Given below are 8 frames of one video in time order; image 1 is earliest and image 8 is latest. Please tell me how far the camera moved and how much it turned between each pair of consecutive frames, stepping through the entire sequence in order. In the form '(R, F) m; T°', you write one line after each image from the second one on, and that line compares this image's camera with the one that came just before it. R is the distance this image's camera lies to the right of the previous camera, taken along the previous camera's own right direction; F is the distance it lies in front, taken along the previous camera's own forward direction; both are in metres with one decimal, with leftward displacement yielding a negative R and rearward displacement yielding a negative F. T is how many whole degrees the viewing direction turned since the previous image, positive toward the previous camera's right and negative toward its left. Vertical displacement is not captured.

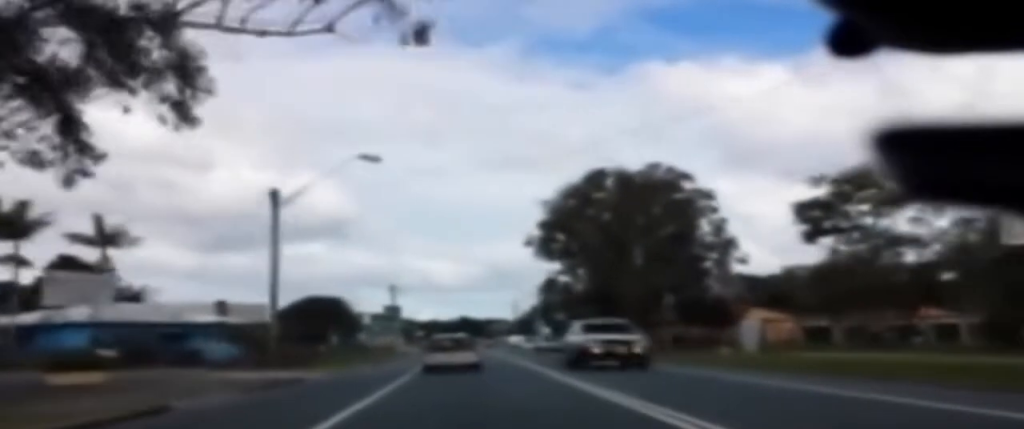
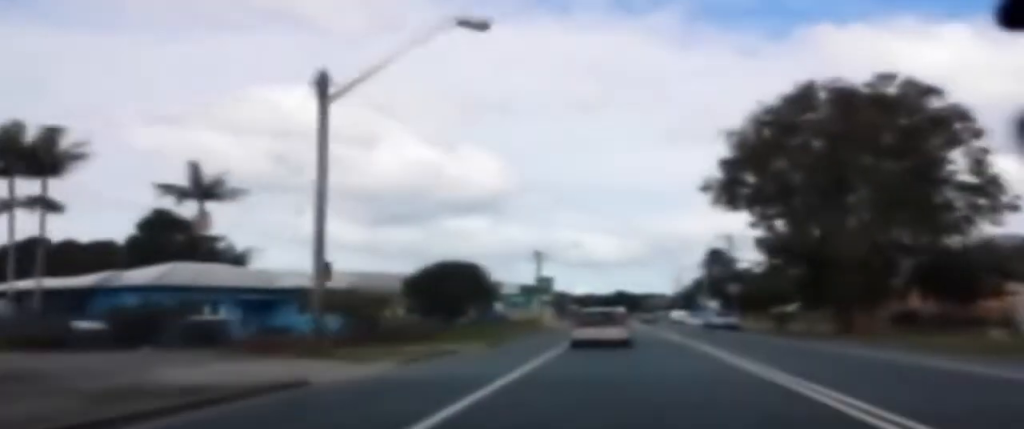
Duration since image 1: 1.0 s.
(0.0, +14.5) m; -1°
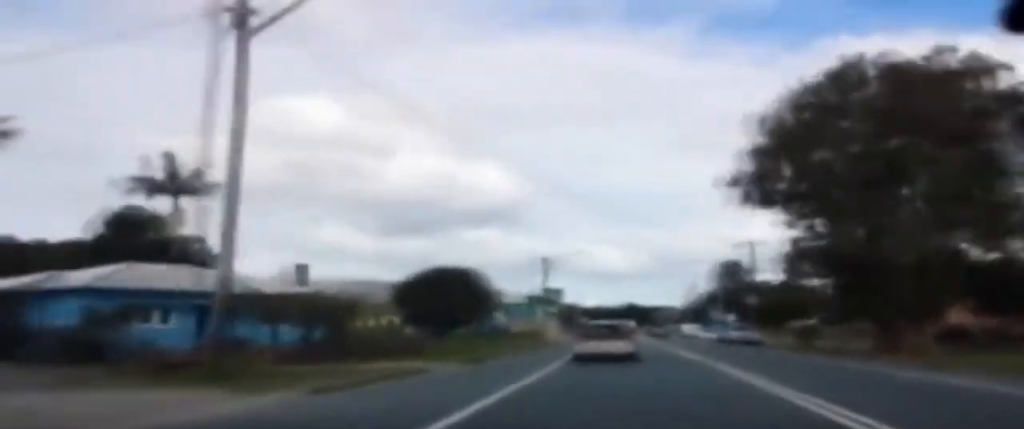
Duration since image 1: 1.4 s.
(0.0, +6.2) m; 0°
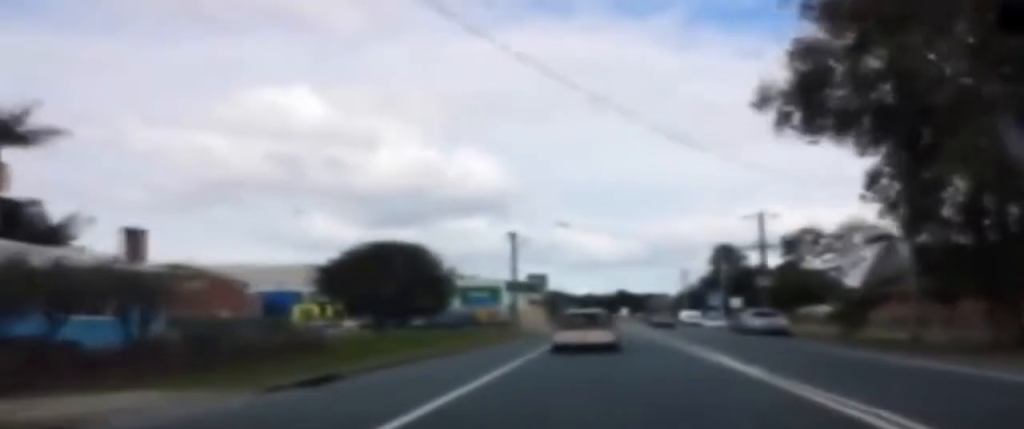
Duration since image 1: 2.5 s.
(-0.2, +15.0) m; -1°
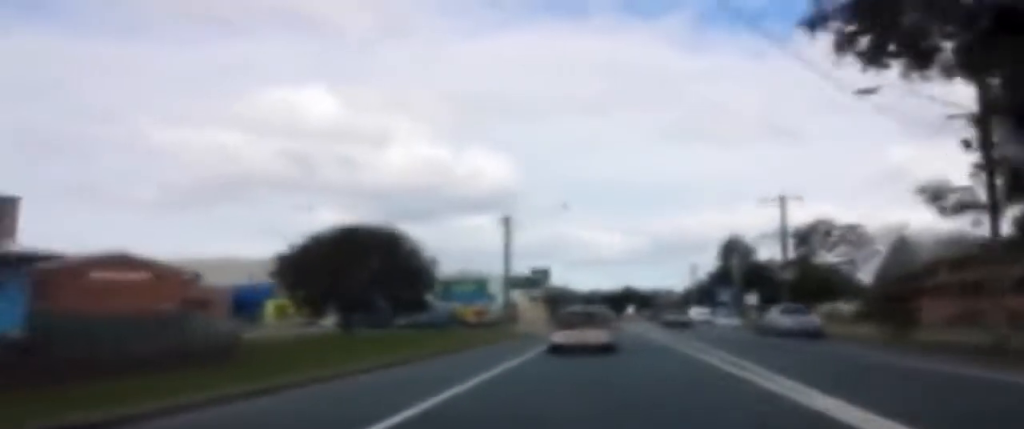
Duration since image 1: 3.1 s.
(0.0, +7.9) m; 0°
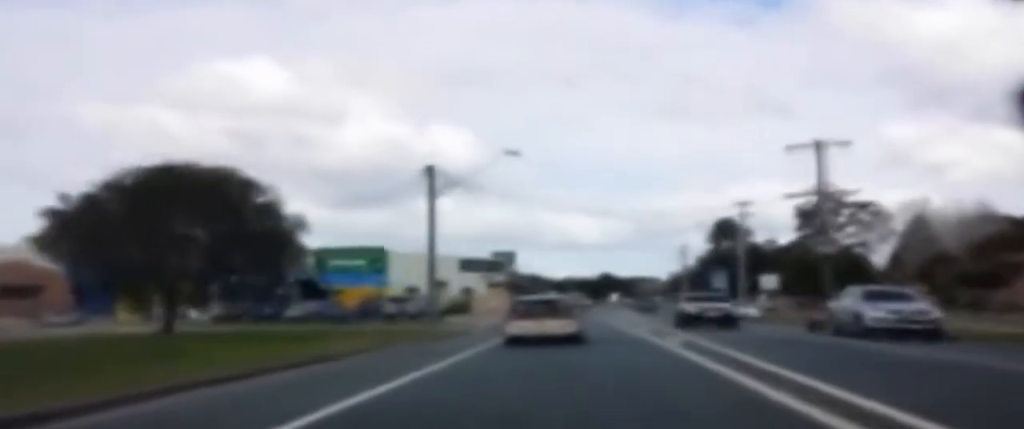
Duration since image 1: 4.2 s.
(0.0, +15.7) m; 0°
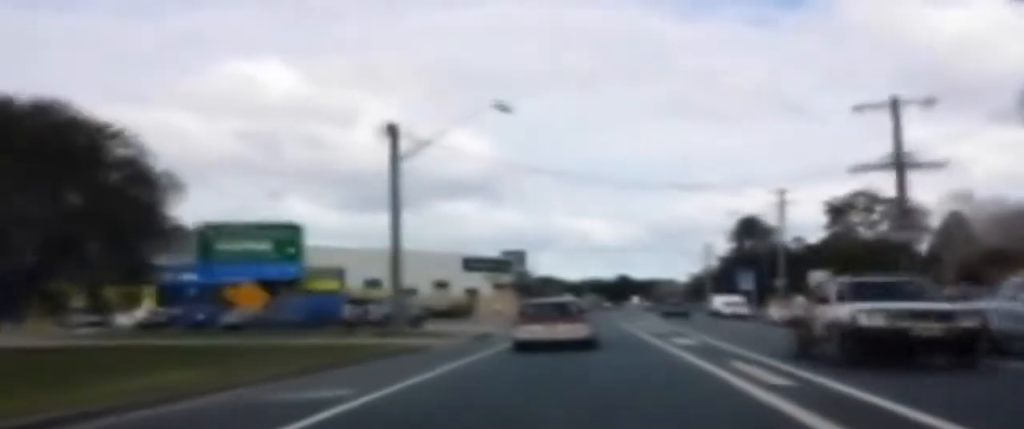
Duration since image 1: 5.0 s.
(0.0, +10.9) m; 0°
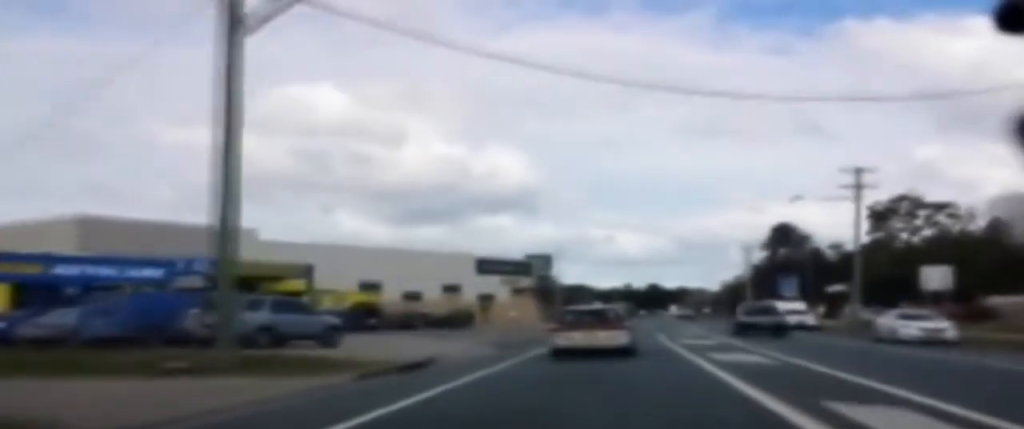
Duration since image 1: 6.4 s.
(0.0, +18.6) m; -1°
